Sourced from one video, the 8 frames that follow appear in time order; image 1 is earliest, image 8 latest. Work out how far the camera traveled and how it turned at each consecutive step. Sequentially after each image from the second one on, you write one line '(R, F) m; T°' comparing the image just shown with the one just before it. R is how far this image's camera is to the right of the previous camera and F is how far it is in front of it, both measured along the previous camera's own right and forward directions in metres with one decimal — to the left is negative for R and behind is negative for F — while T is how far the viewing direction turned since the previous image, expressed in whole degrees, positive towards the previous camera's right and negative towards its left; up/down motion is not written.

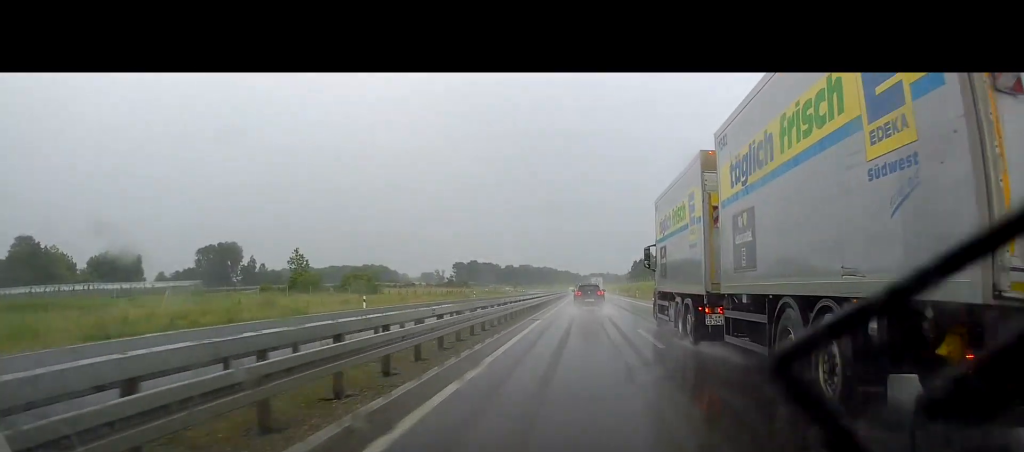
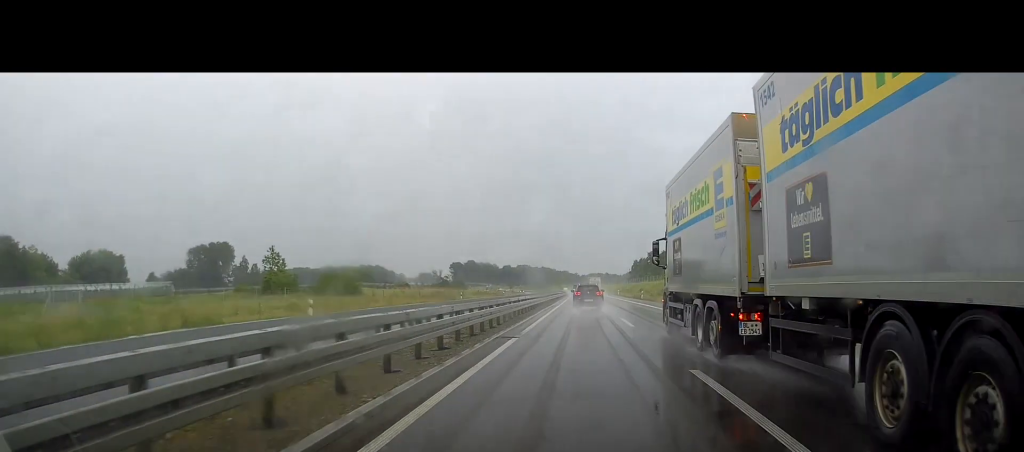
(+0.1, +9.7) m; -1°
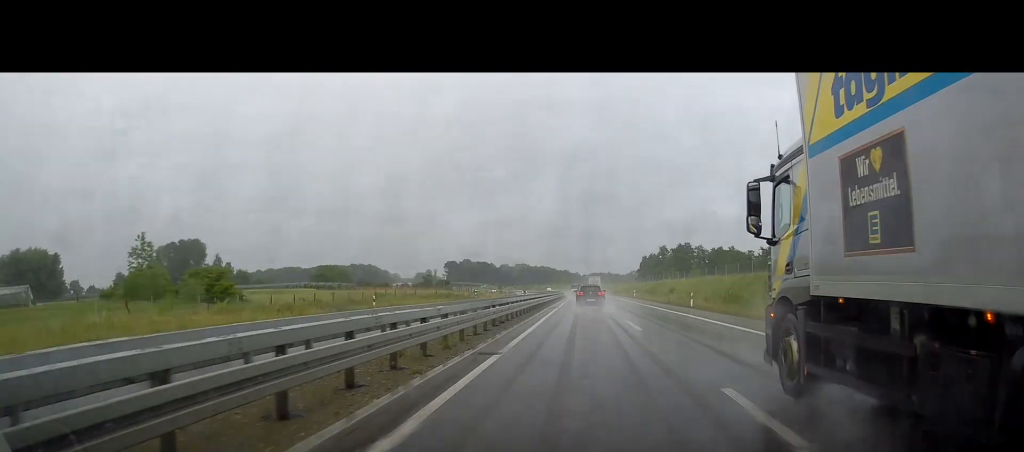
(-0.2, +37.0) m; 0°
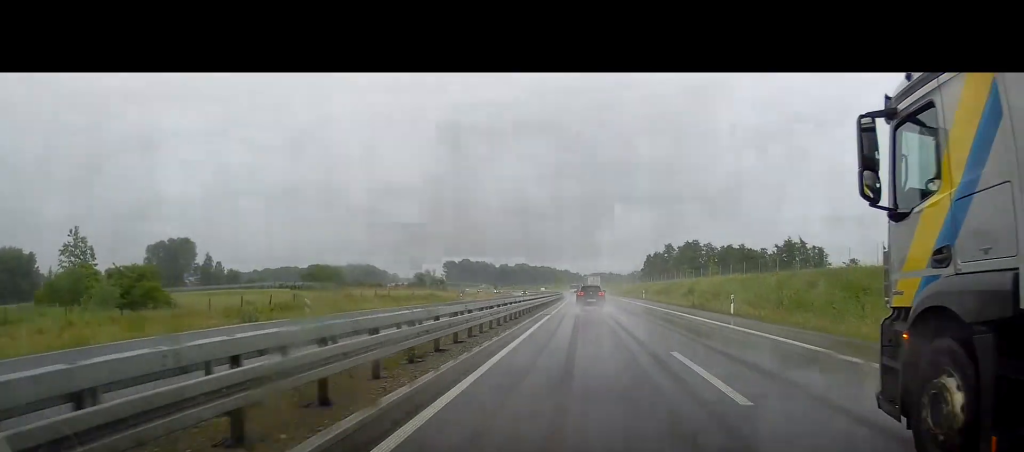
(+0.1, +12.7) m; 0°
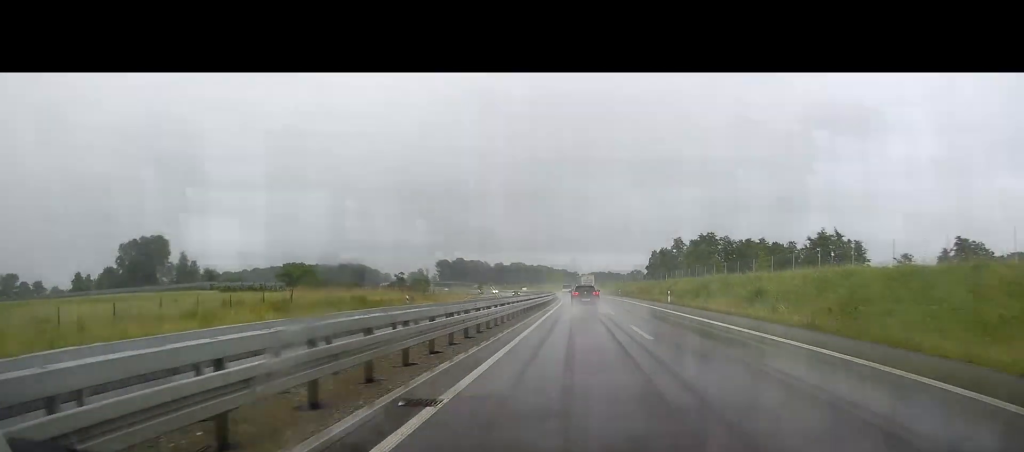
(-0.1, +25.8) m; +1°
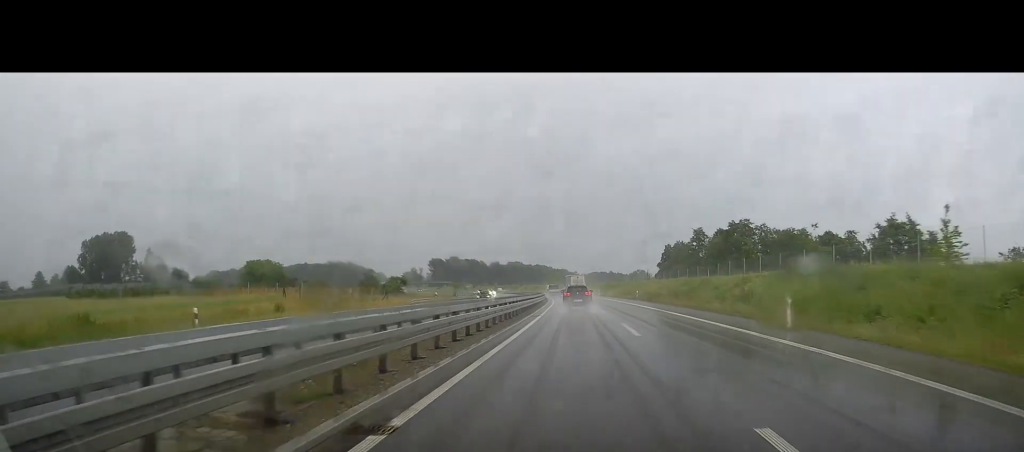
(+0.5, +34.3) m; 0°
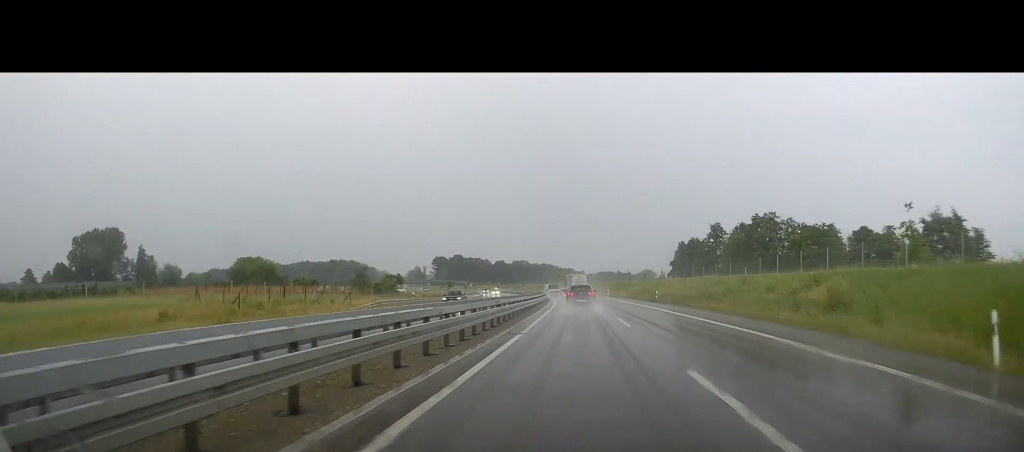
(-0.3, +13.5) m; 0°
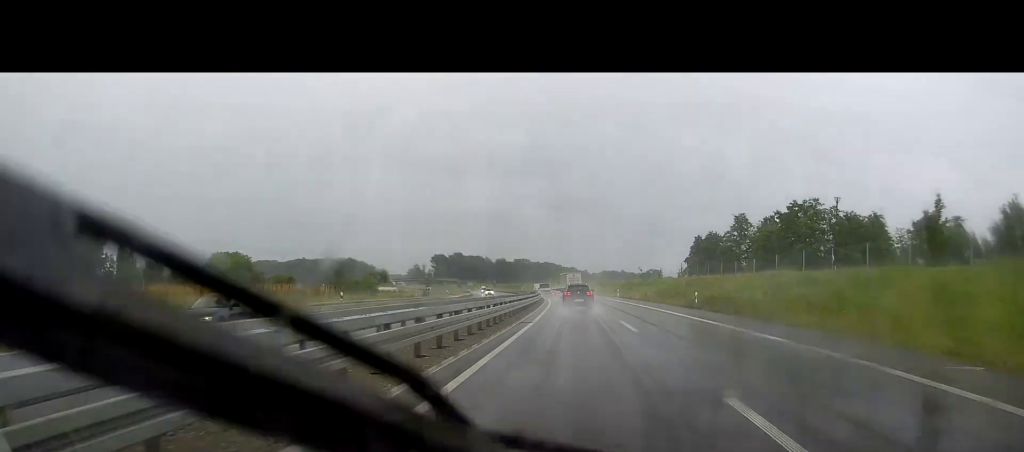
(+0.1, +20.4) m; 0°
